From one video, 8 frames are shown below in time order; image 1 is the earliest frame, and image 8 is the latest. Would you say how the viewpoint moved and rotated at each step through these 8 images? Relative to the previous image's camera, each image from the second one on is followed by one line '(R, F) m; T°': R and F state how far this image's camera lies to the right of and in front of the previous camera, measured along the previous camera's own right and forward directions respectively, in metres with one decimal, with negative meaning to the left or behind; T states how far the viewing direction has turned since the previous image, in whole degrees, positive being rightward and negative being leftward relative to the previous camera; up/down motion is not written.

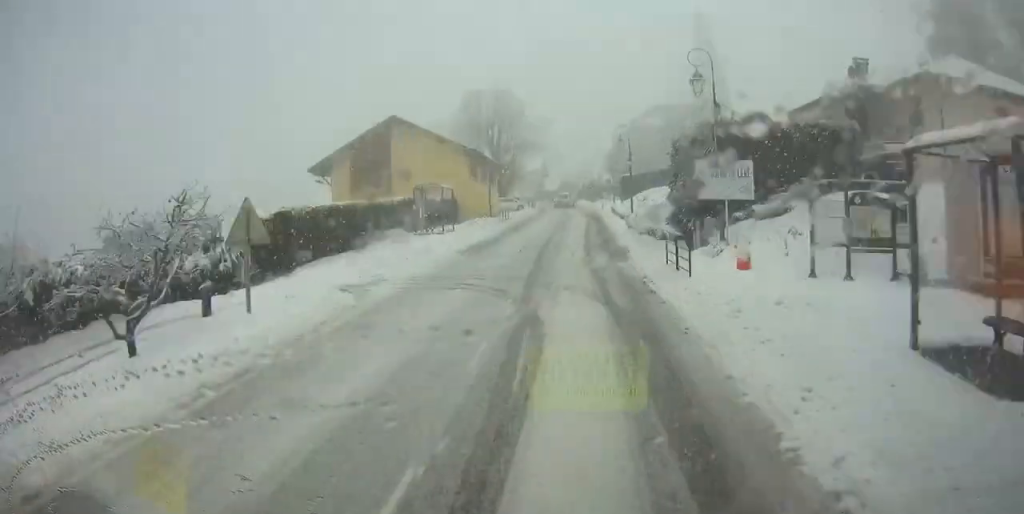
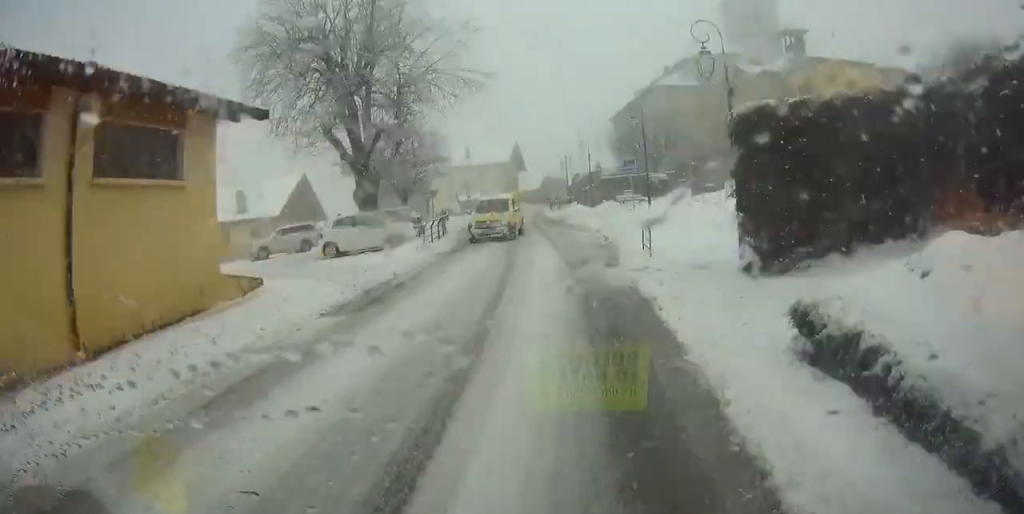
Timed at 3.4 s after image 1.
(+0.4, +39.4) m; -1°
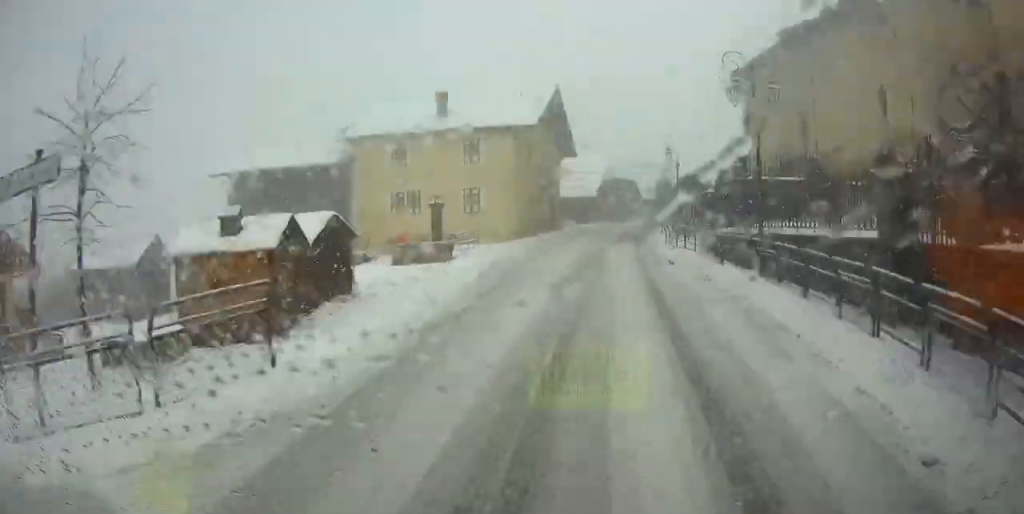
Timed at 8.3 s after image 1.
(-0.6, +56.7) m; +3°
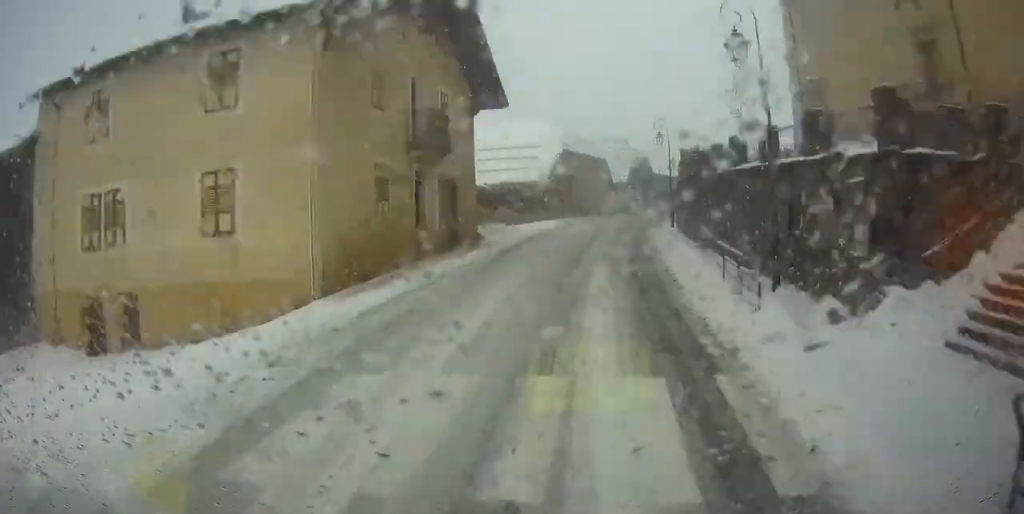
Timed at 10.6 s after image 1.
(+0.4, +25.1) m; +6°
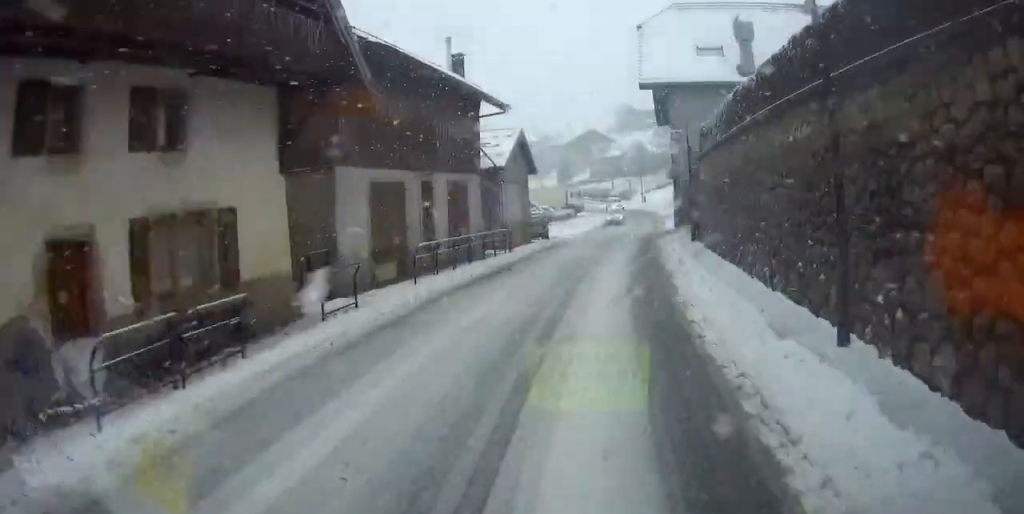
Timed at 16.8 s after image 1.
(+9.8, +67.7) m; +11°
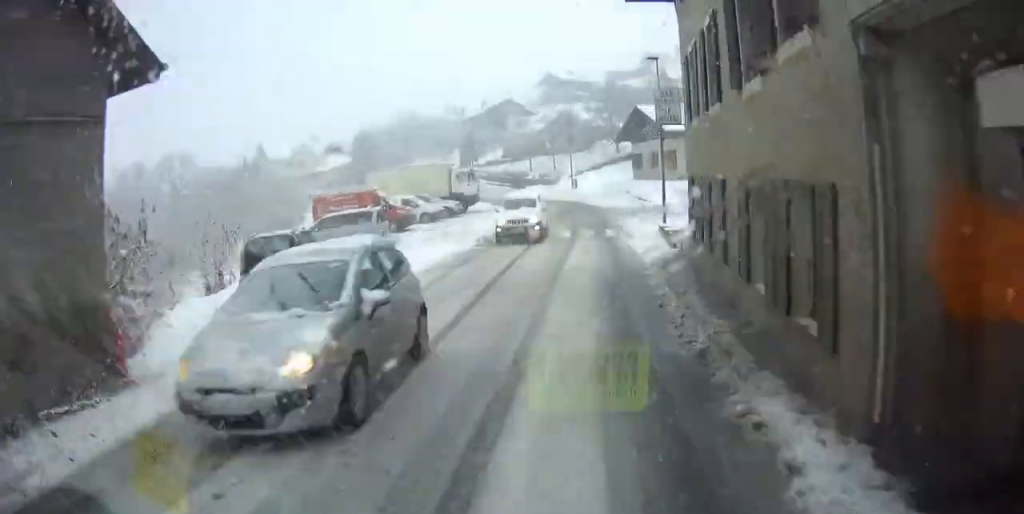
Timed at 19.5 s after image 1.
(+0.2, +29.7) m; 0°
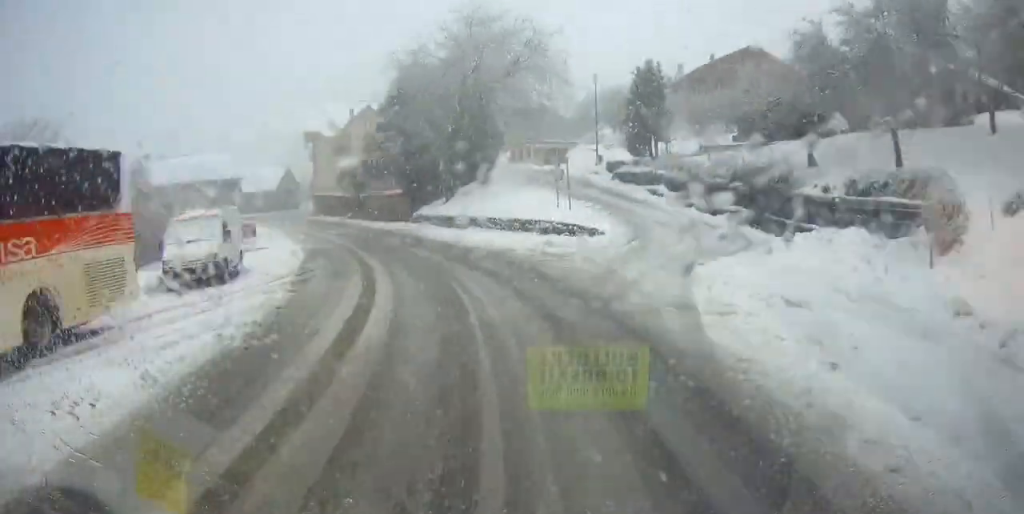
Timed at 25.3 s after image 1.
(-12.3, +58.9) m; -23°
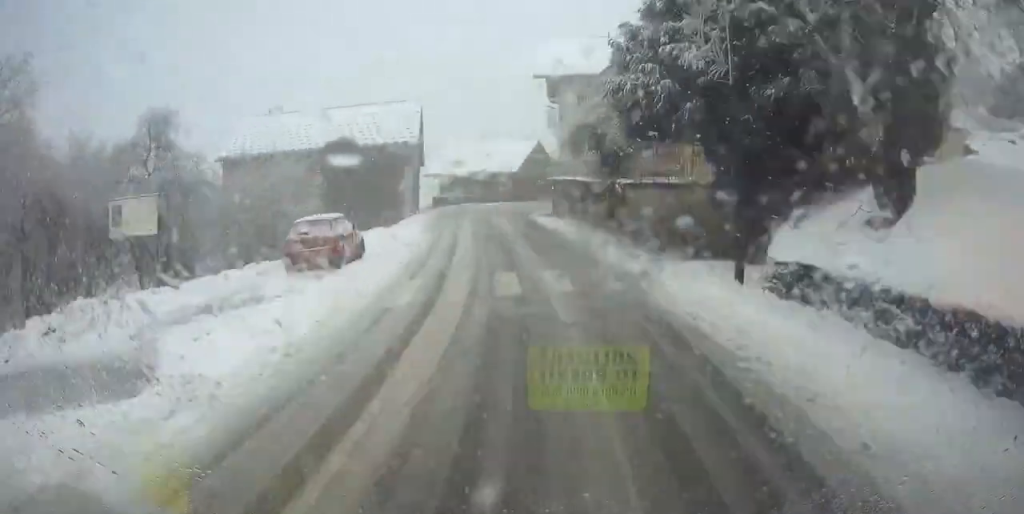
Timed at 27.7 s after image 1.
(-6.3, +25.7) m; -4°
